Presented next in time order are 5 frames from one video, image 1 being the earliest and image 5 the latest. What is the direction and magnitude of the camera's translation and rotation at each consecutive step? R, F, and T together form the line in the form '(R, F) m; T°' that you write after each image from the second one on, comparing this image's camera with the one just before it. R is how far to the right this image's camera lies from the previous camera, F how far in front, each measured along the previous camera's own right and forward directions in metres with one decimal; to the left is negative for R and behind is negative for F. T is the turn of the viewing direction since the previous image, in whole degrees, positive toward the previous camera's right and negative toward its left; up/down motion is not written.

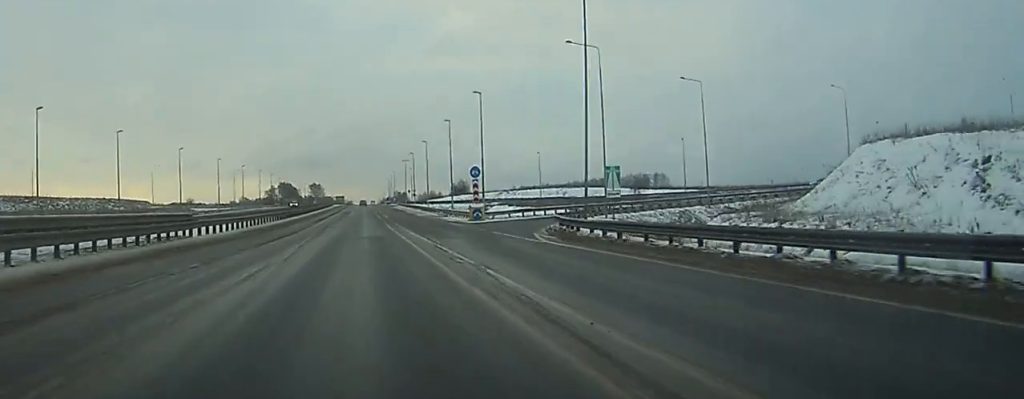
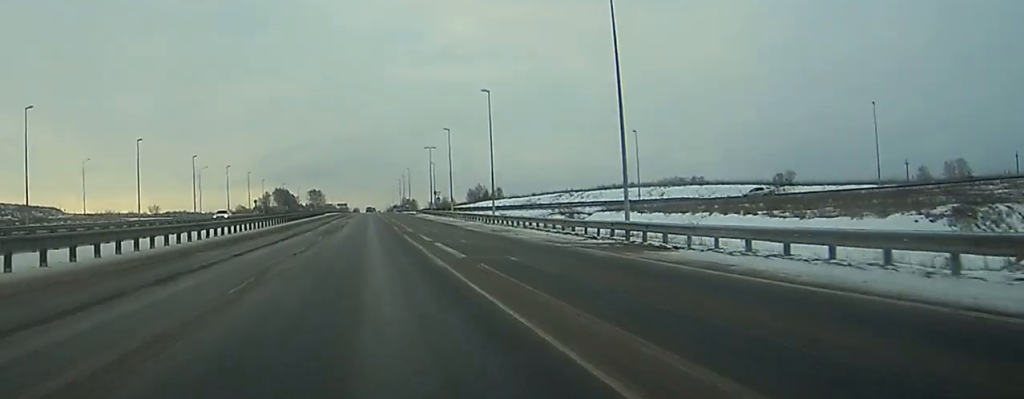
(-0.1, +63.6) m; 0°
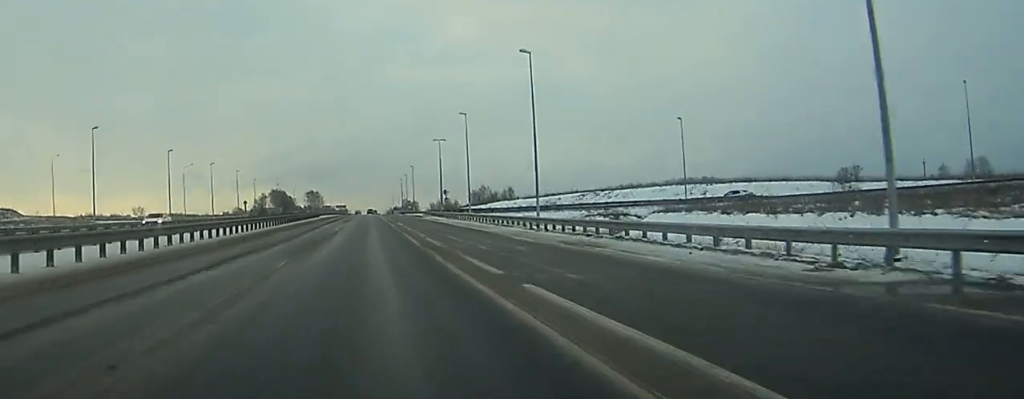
(0.0, +17.9) m; 0°
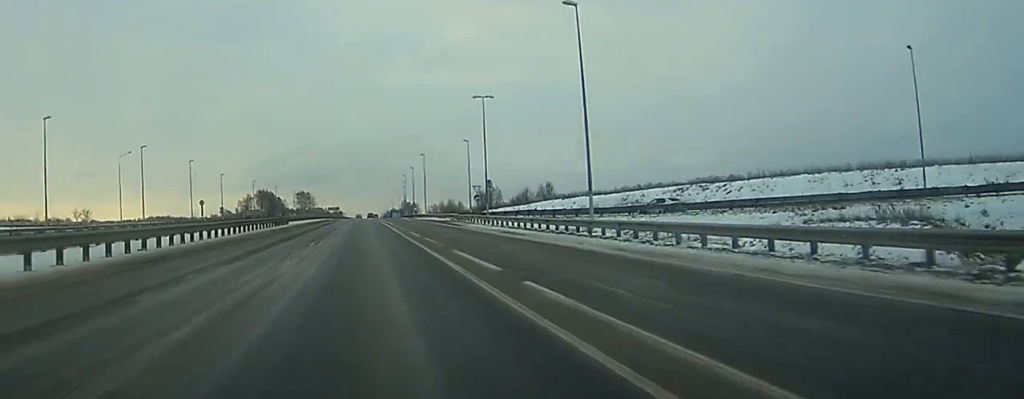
(+0.1, +47.3) m; 0°
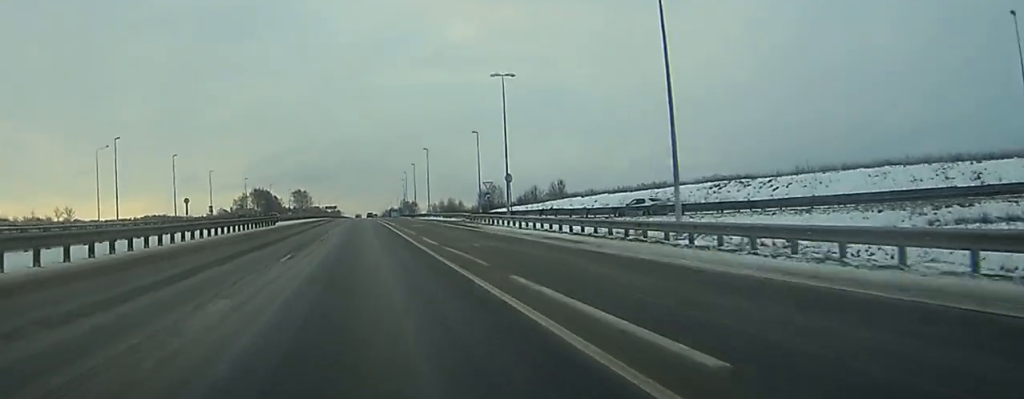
(0.0, +11.2) m; 0°
